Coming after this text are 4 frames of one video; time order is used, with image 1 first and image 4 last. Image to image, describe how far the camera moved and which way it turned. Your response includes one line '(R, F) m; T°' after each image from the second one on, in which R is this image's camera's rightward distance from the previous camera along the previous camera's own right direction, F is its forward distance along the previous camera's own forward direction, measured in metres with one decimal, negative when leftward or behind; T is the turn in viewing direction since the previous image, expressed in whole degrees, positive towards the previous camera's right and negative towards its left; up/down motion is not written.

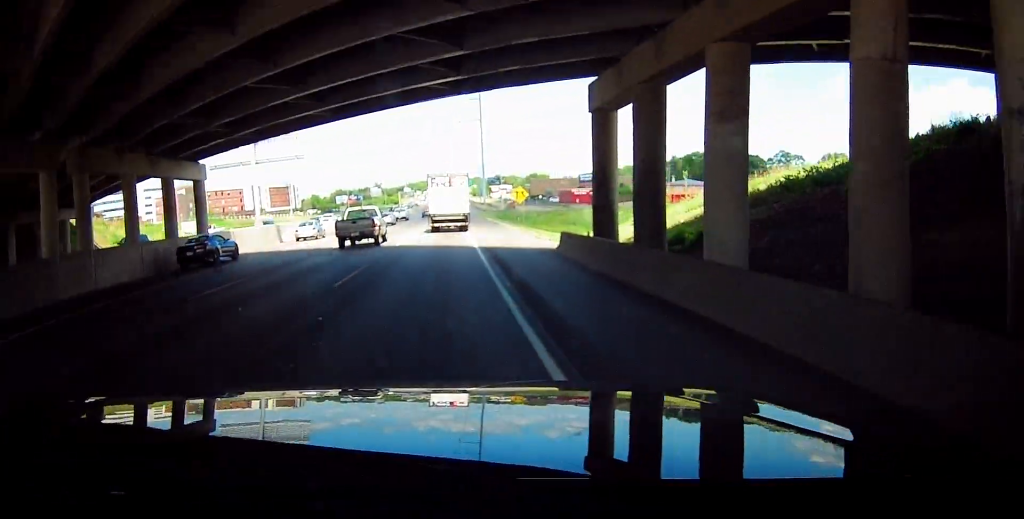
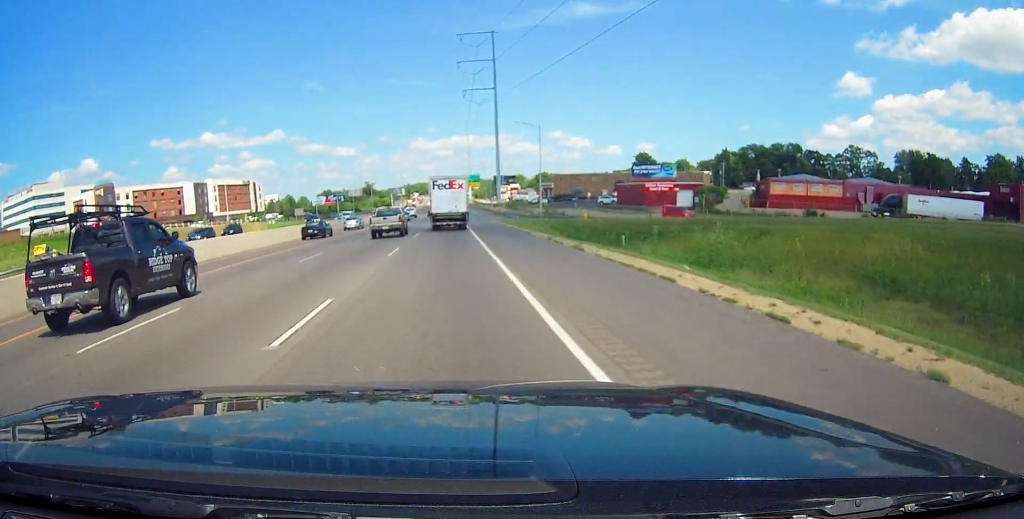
(+0.4, +66.3) m; +1°
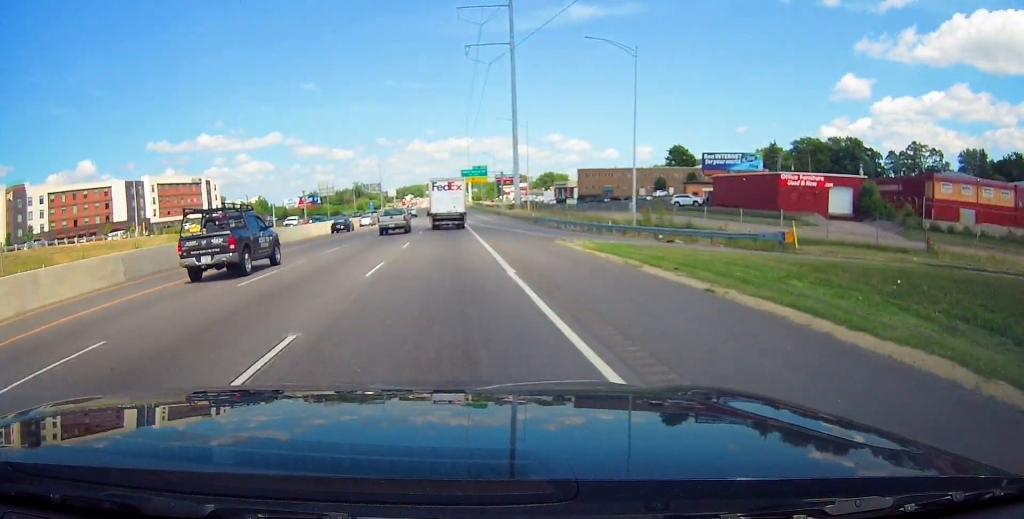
(+0.2, +48.5) m; -1°
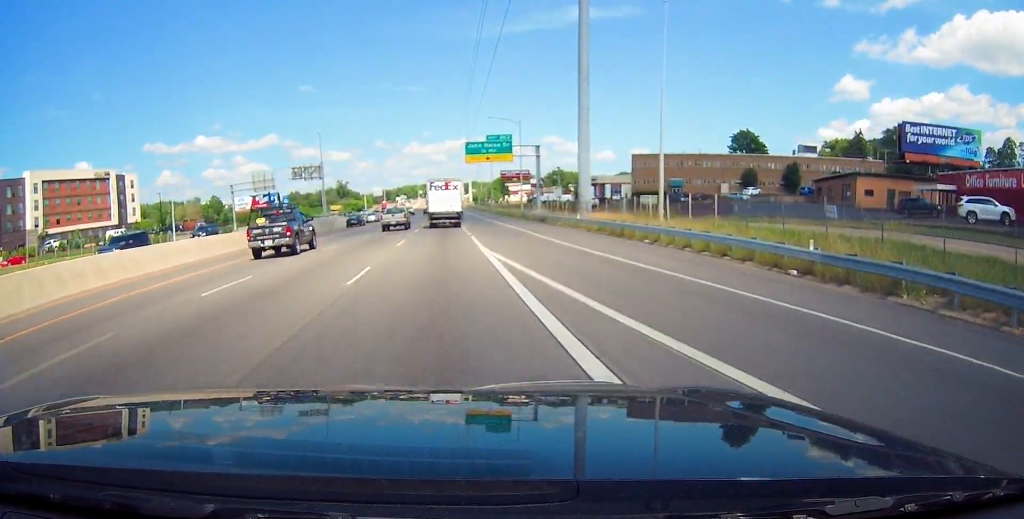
(-0.8, +58.8) m; 0°
